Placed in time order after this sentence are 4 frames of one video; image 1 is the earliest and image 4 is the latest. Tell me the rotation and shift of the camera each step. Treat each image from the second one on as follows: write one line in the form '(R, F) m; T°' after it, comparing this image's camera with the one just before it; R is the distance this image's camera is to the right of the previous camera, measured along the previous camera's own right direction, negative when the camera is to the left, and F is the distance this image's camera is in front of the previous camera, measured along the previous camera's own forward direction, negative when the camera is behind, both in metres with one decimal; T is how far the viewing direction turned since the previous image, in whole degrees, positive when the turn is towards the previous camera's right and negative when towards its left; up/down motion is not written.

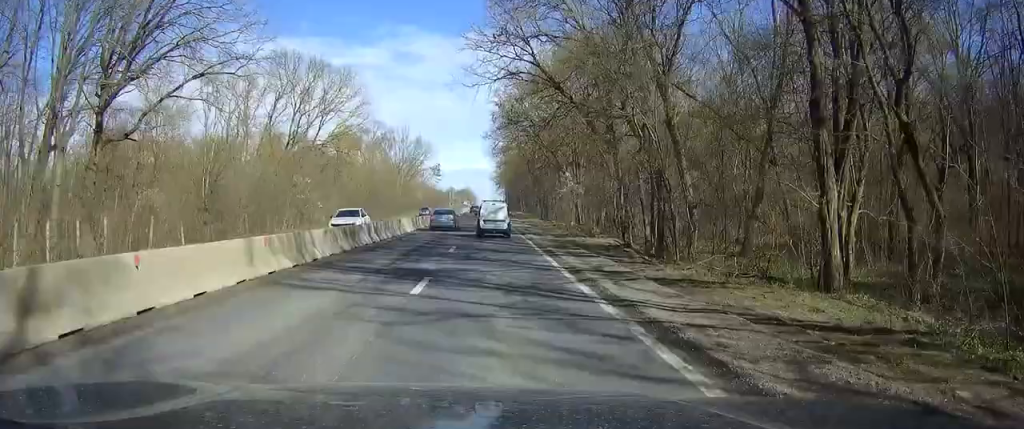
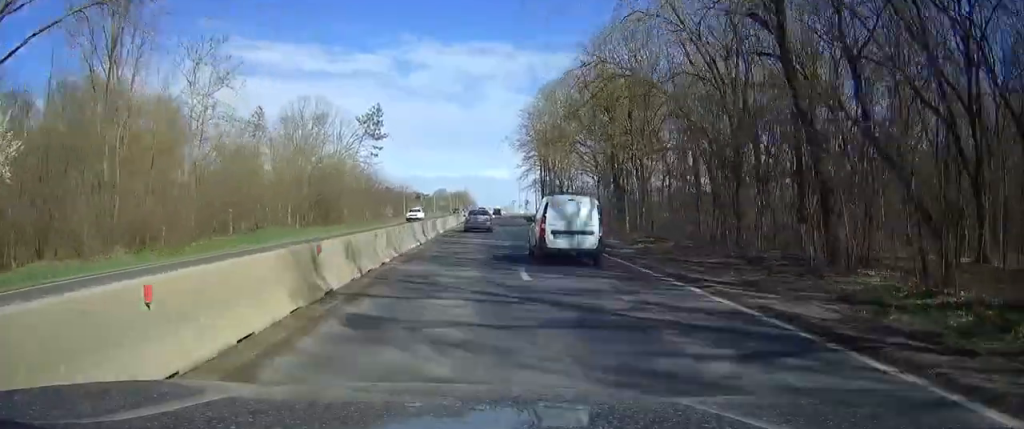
(-1.2, +153.7) m; 0°
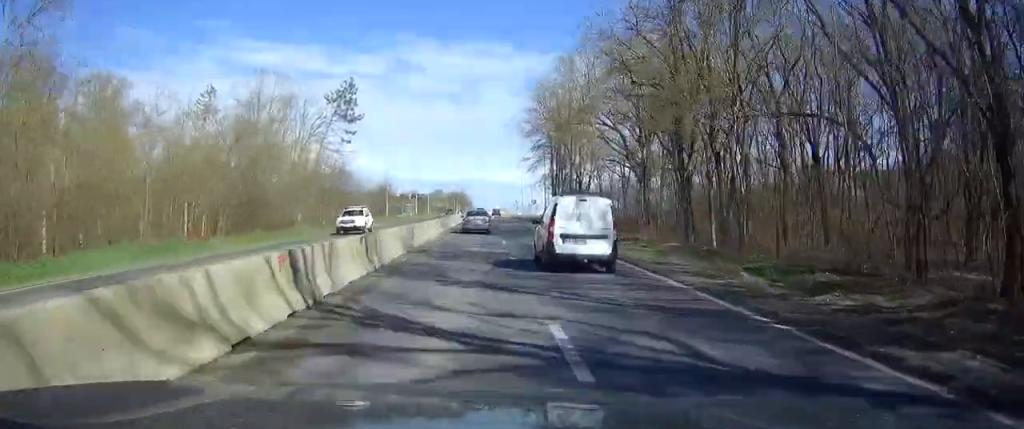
(+0.1, +20.4) m; 0°
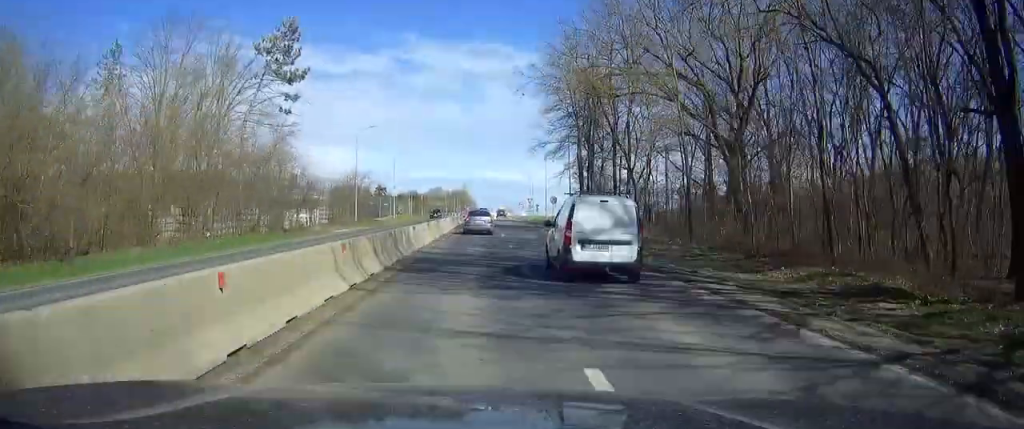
(0.0, +26.6) m; 0°
